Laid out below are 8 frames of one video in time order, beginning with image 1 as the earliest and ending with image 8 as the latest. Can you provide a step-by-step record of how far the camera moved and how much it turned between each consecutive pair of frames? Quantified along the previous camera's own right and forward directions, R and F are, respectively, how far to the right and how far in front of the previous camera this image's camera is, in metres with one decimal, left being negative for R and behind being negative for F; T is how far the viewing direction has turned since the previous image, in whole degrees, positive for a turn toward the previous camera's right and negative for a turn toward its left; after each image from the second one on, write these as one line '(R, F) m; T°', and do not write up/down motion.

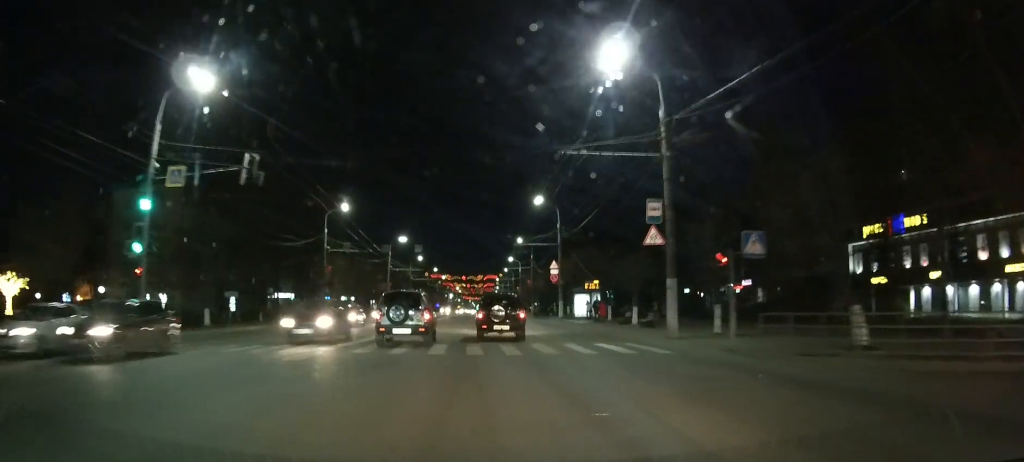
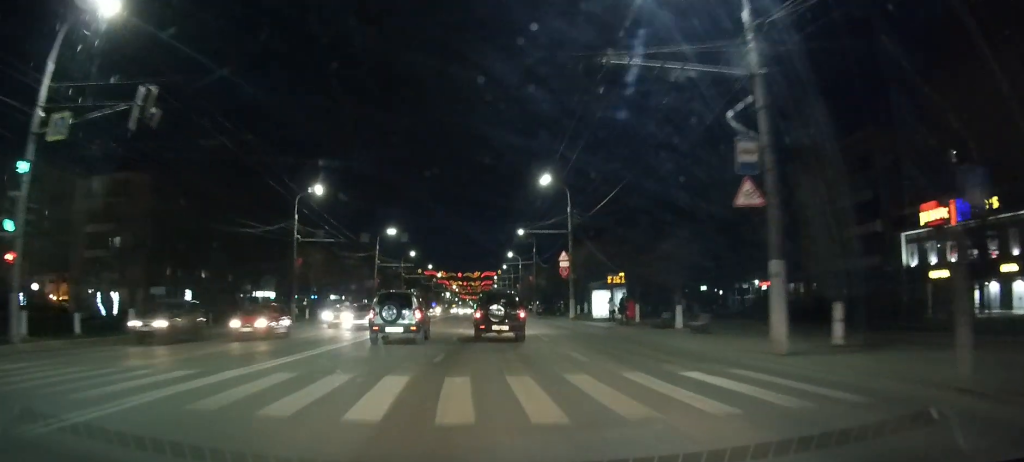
(-0.1, +9.7) m; 0°
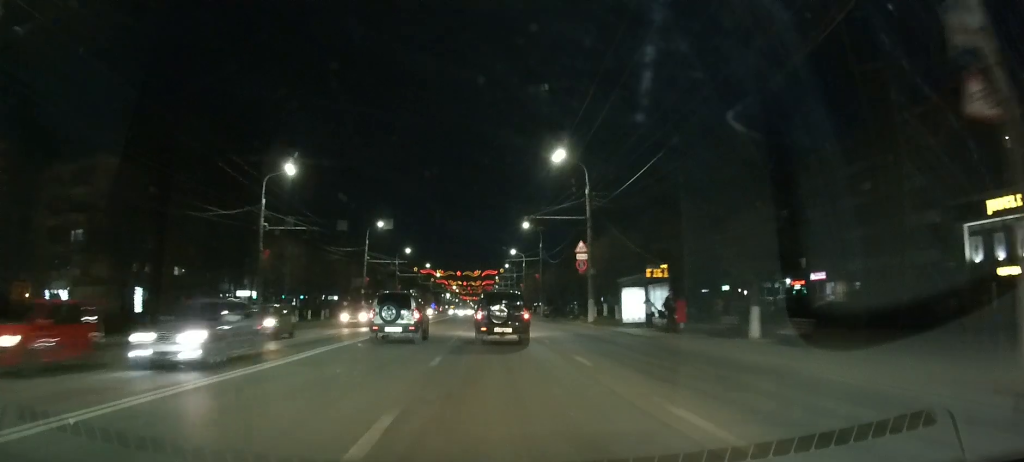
(0.0, +8.6) m; 0°
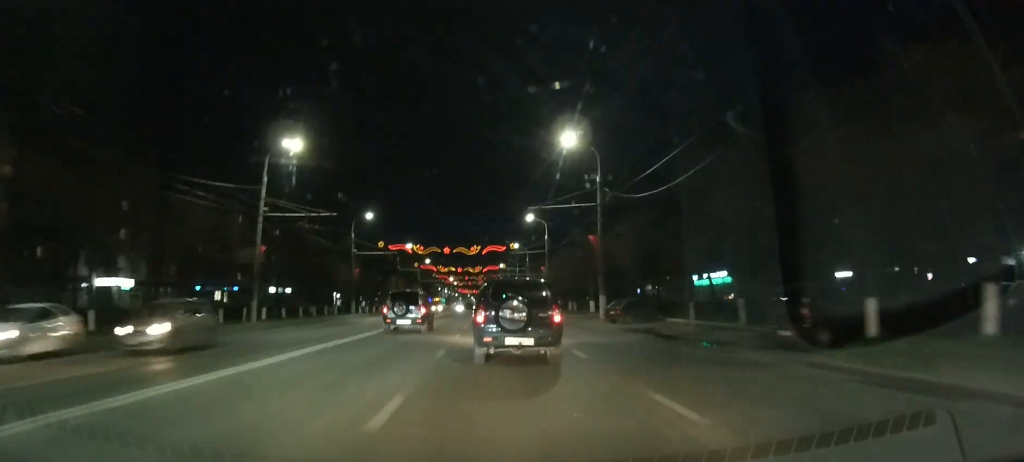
(+0.1, +37.4) m; 0°
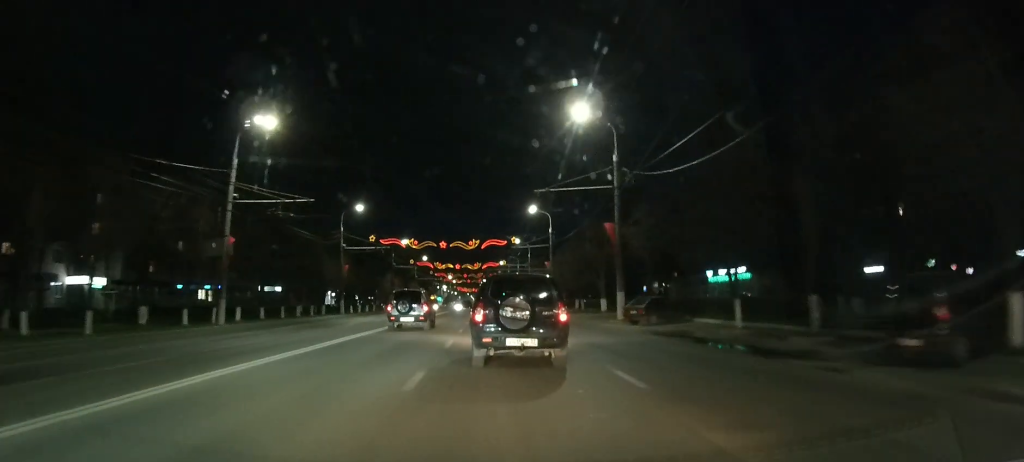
(0.0, +5.2) m; 0°
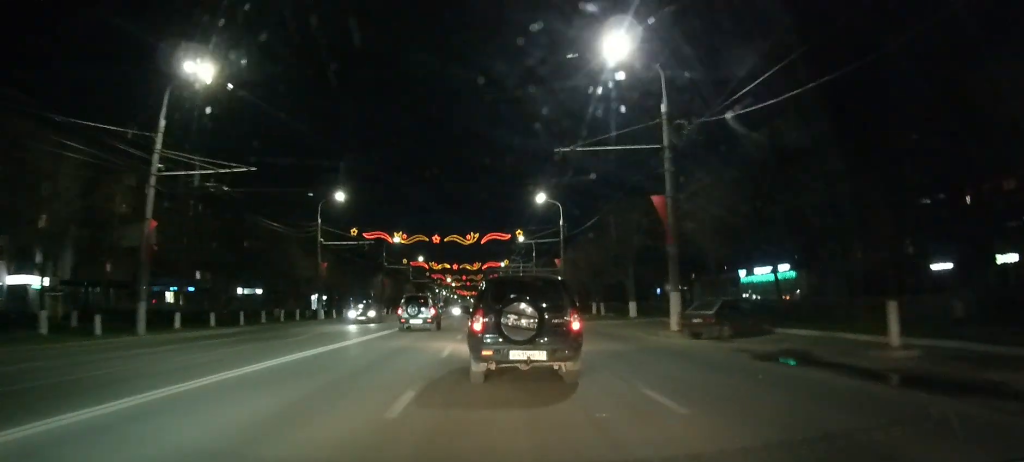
(0.0, +9.3) m; 0°
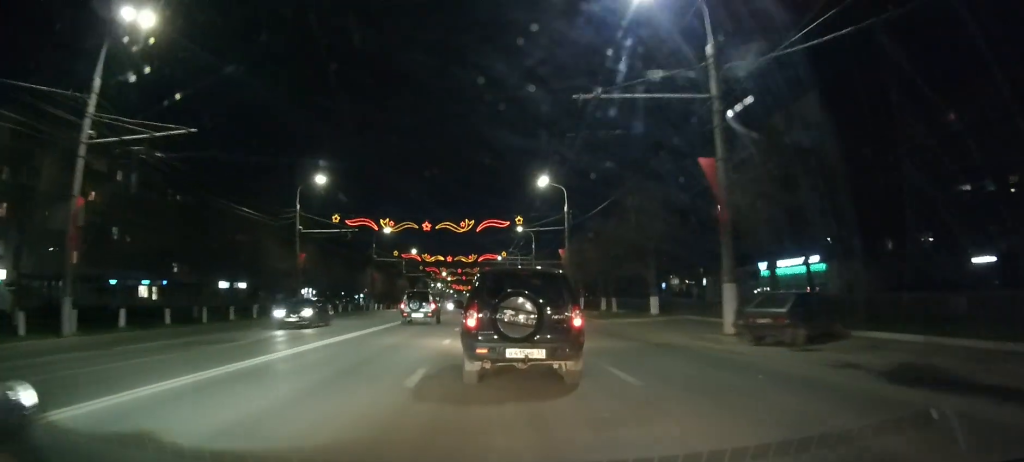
(0.0, +5.6) m; 0°
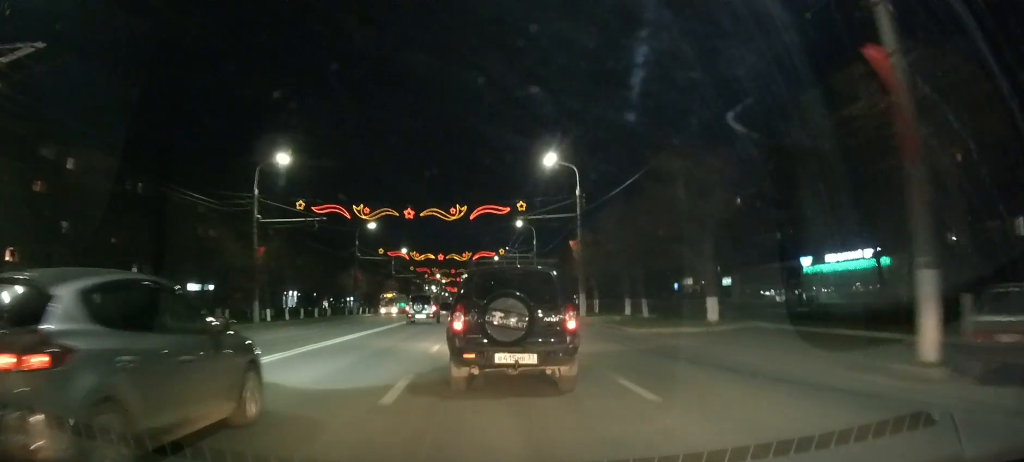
(+0.1, +9.1) m; 0°
